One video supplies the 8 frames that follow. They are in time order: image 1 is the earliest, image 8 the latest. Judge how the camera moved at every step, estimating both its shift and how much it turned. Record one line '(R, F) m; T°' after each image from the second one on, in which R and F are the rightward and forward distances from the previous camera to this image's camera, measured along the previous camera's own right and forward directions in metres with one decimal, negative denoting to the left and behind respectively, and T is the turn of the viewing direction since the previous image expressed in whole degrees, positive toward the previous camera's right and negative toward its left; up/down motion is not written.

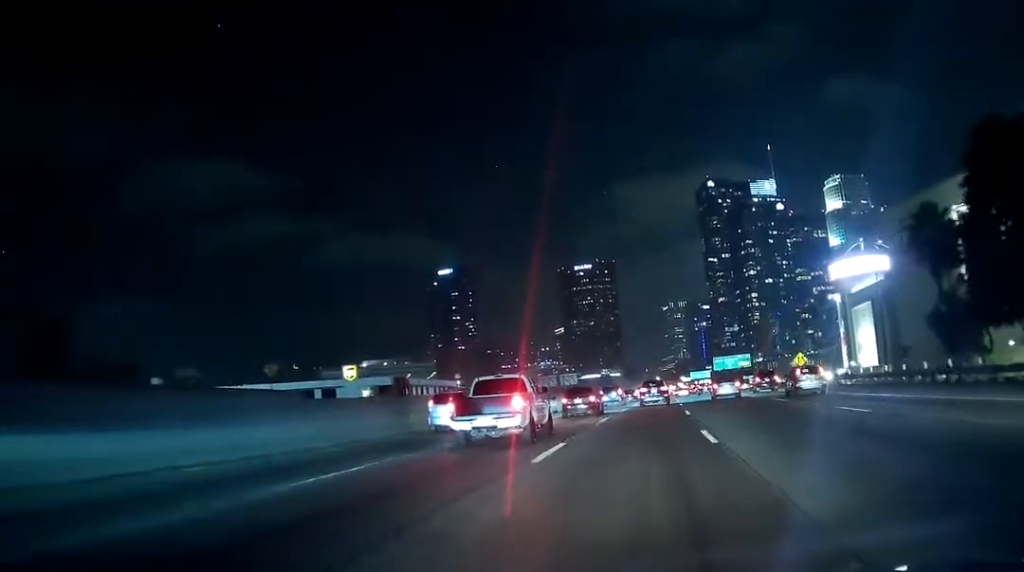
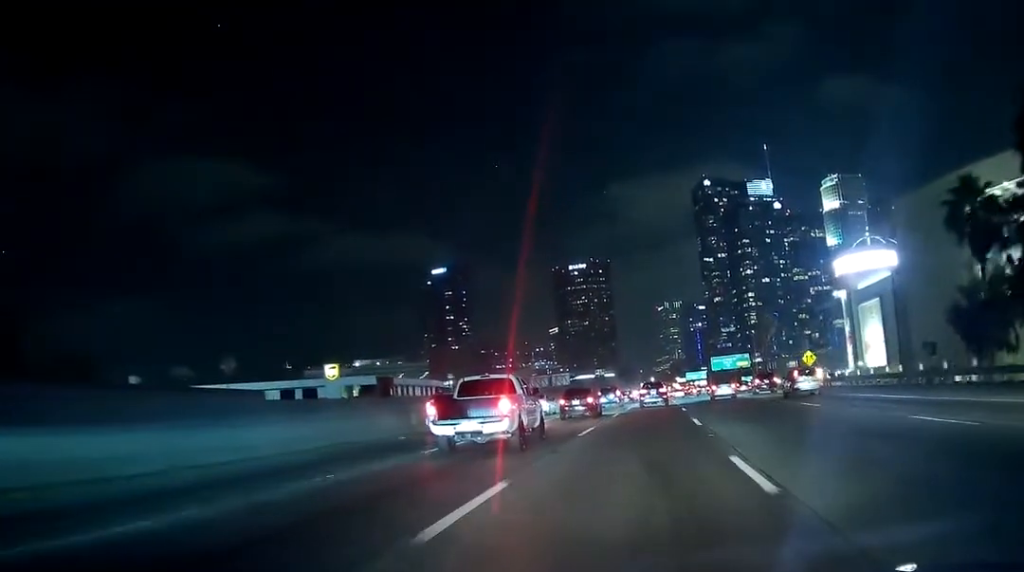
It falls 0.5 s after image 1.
(-0.1, +6.6) m; +1°
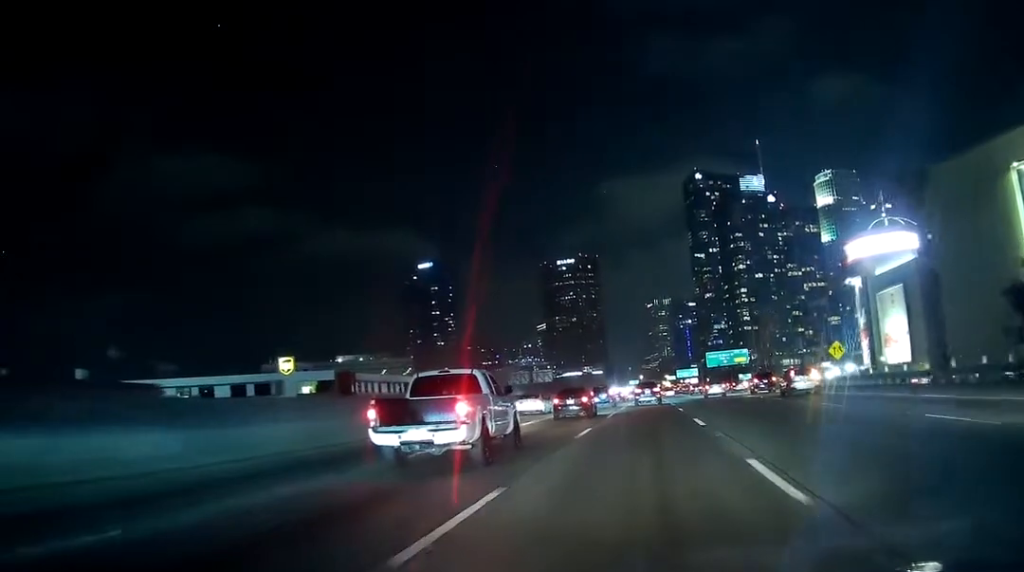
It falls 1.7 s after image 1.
(+0.4, +15.5) m; +2°
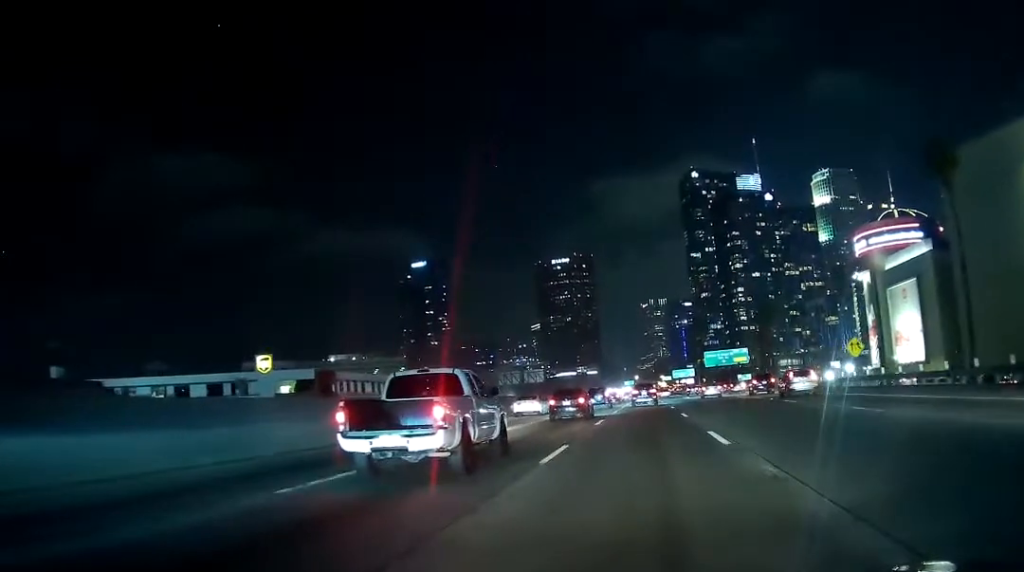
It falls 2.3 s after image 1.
(0.0, +7.2) m; +1°
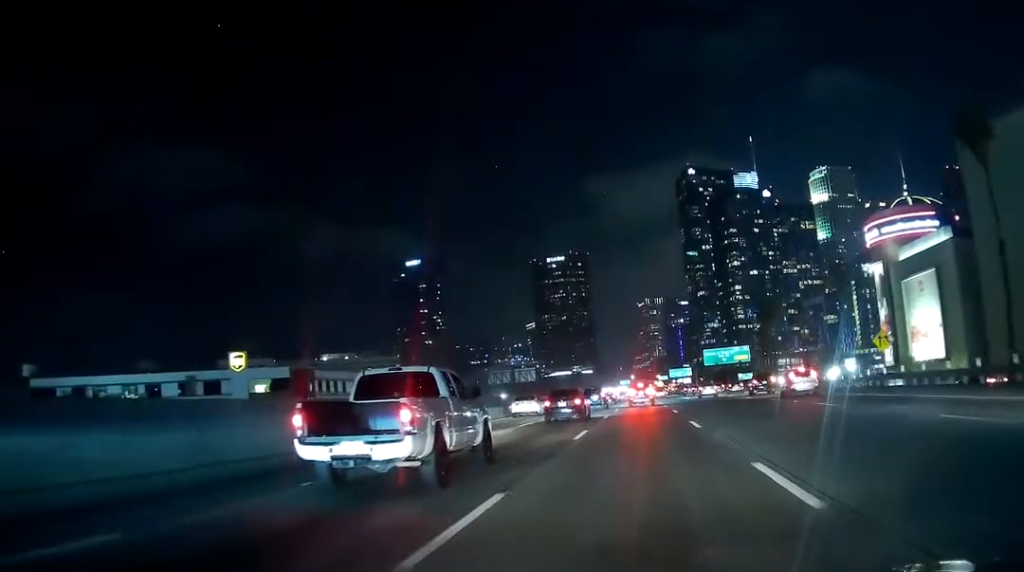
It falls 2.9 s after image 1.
(0.0, +8.2) m; +1°
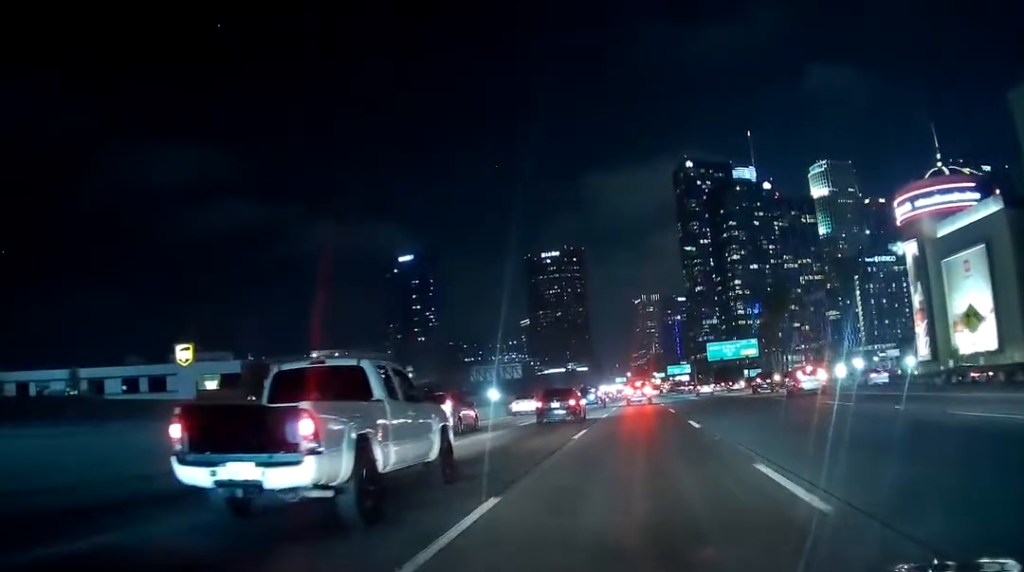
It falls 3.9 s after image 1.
(+0.3, +14.6) m; 0°
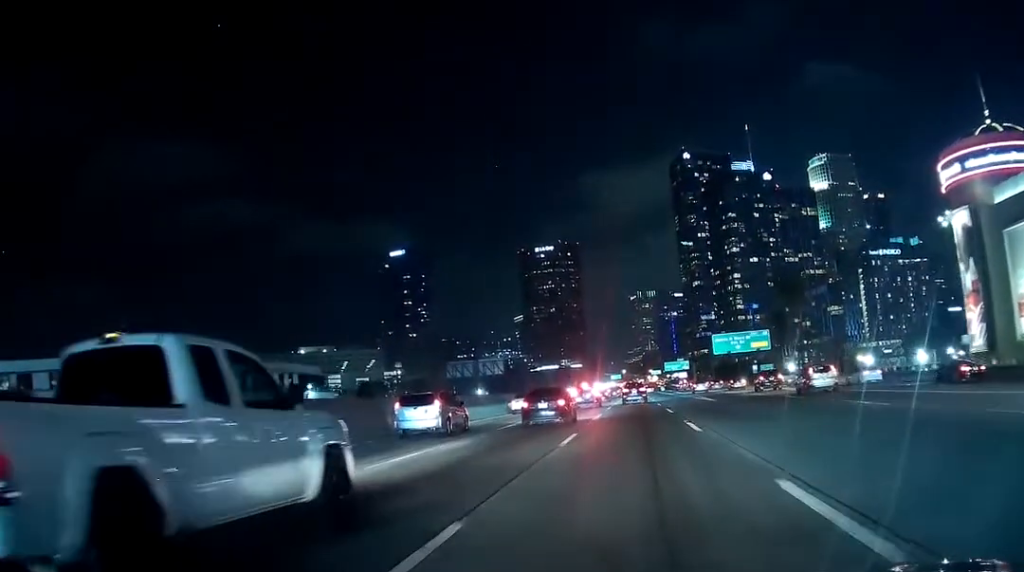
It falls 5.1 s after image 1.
(-0.3, +17.1) m; -1°
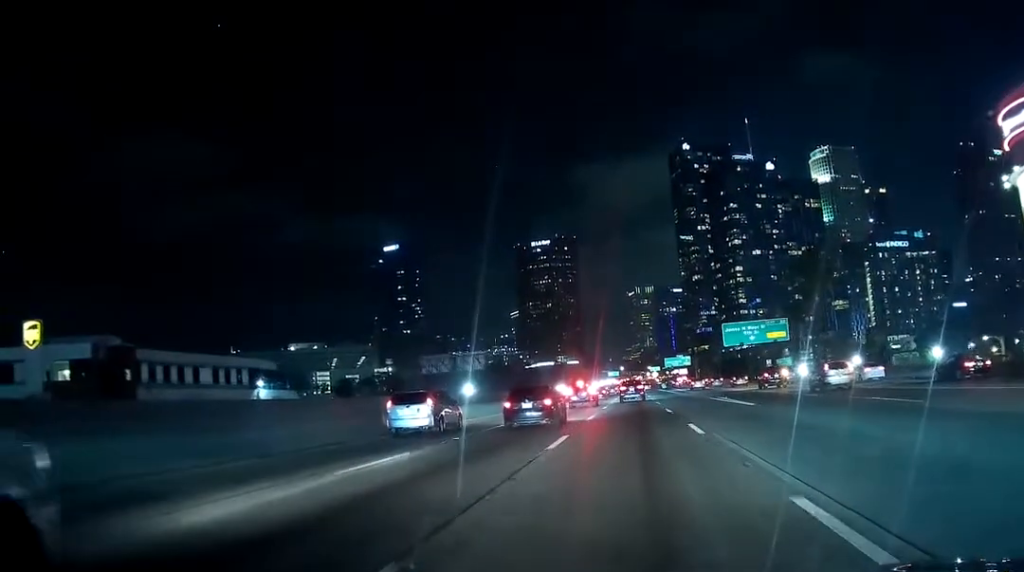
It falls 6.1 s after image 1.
(-0.1, +16.0) m; 0°
